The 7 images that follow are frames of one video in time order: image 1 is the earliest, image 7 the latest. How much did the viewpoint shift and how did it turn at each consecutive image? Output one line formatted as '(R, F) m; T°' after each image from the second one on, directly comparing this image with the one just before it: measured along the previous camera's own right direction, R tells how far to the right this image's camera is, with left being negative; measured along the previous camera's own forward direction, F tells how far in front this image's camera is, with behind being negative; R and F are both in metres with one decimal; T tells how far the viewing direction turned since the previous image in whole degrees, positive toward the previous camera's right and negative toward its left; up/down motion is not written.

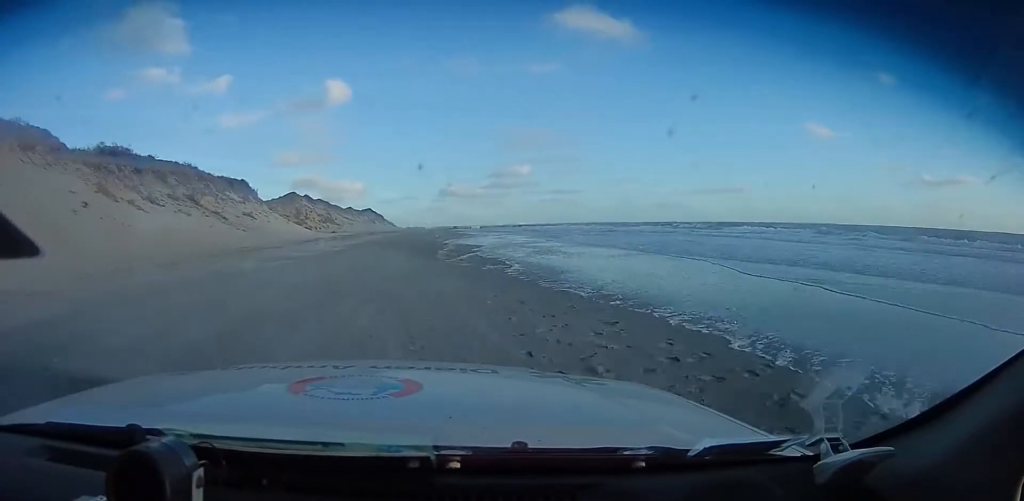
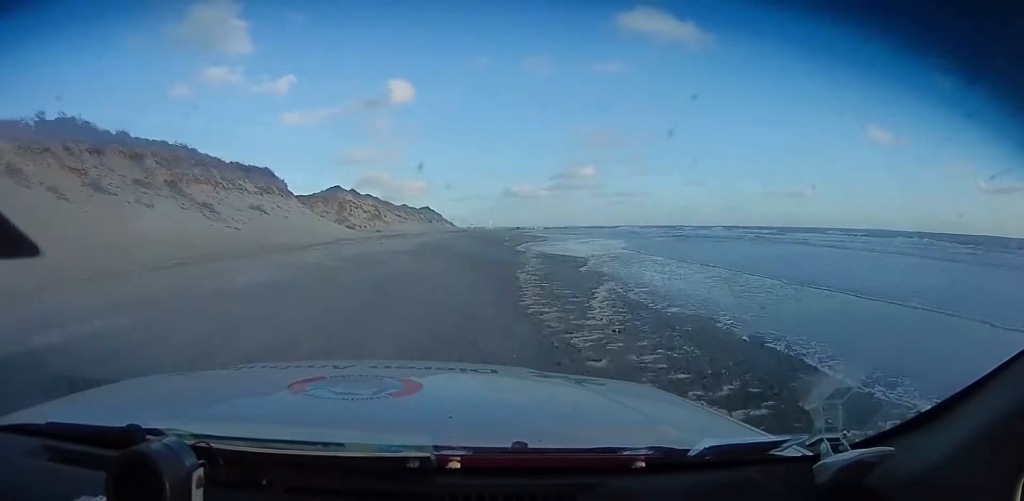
(-1.1, +18.5) m; -11°
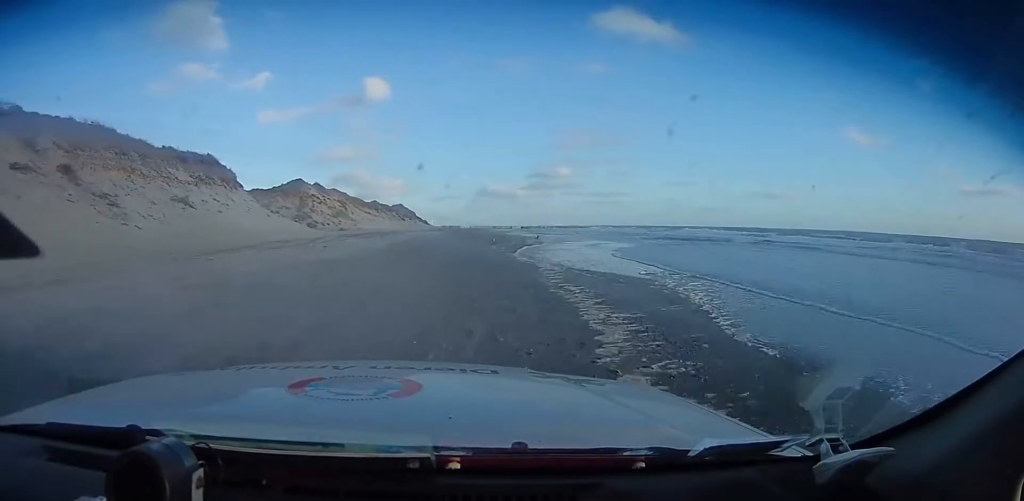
(-0.1, +12.6) m; +3°
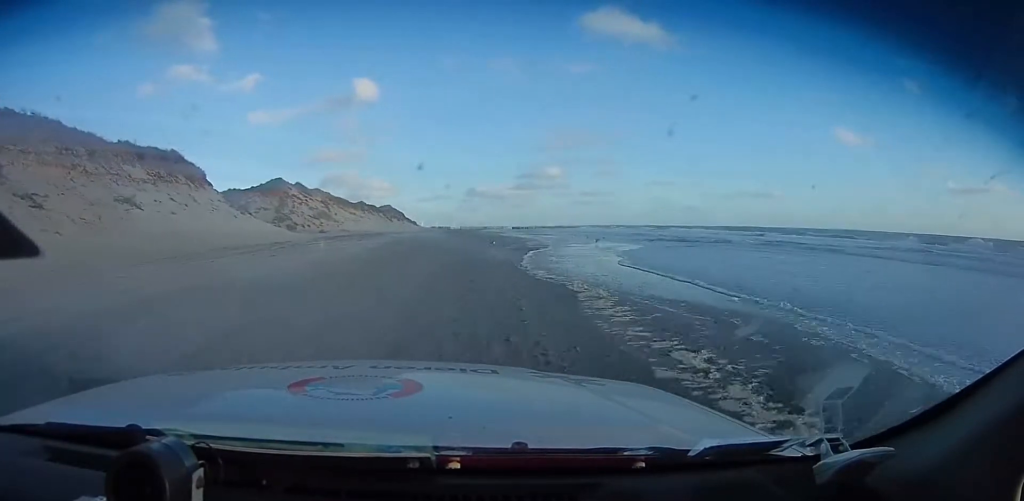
(+0.2, +7.0) m; +2°
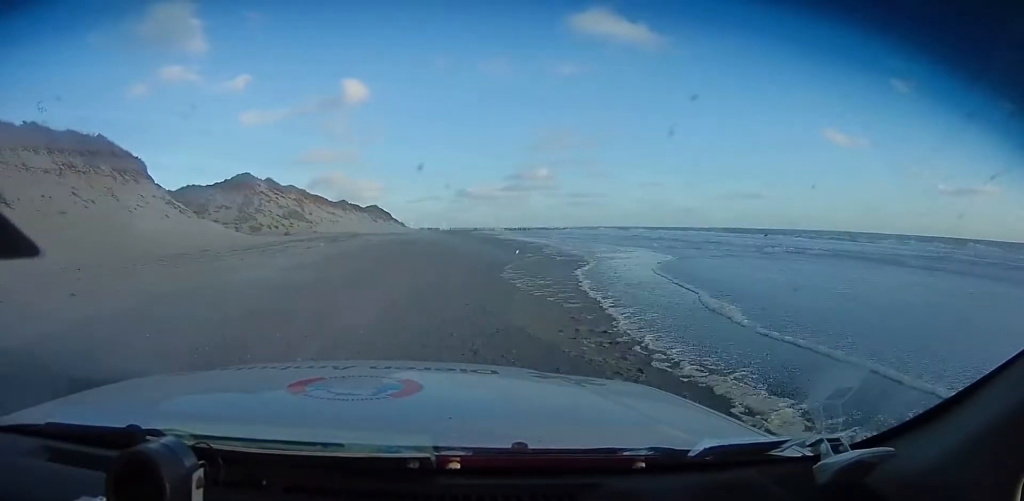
(+0.1, +13.3) m; 0°
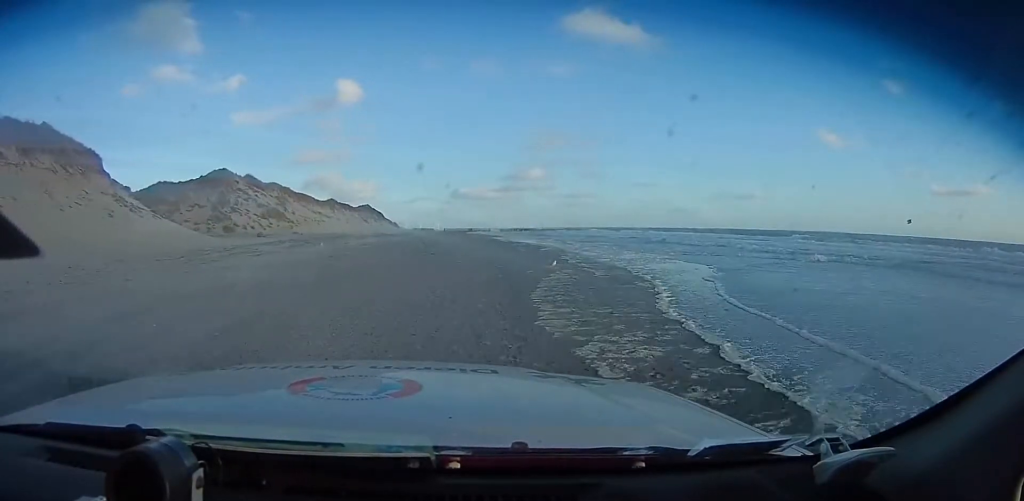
(0.0, +8.2) m; +3°
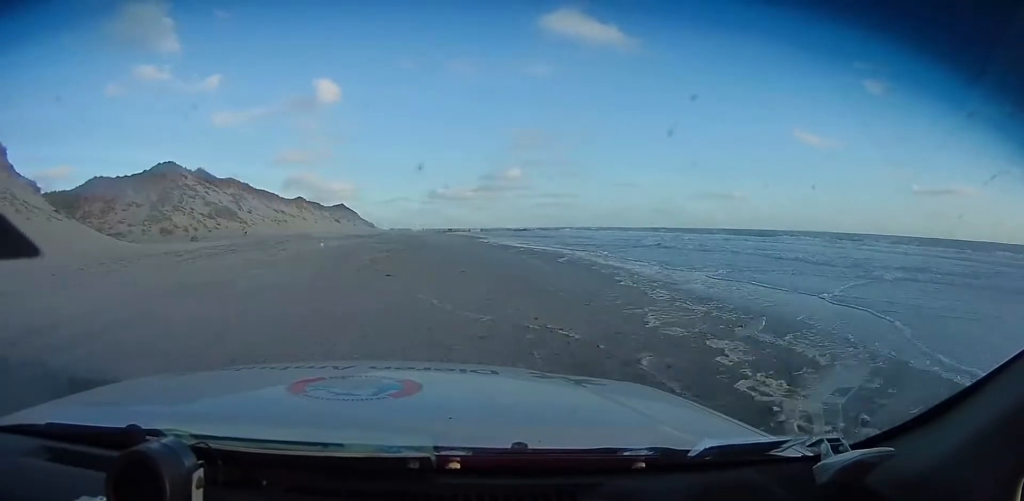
(+0.9, +12.5) m; +3°
